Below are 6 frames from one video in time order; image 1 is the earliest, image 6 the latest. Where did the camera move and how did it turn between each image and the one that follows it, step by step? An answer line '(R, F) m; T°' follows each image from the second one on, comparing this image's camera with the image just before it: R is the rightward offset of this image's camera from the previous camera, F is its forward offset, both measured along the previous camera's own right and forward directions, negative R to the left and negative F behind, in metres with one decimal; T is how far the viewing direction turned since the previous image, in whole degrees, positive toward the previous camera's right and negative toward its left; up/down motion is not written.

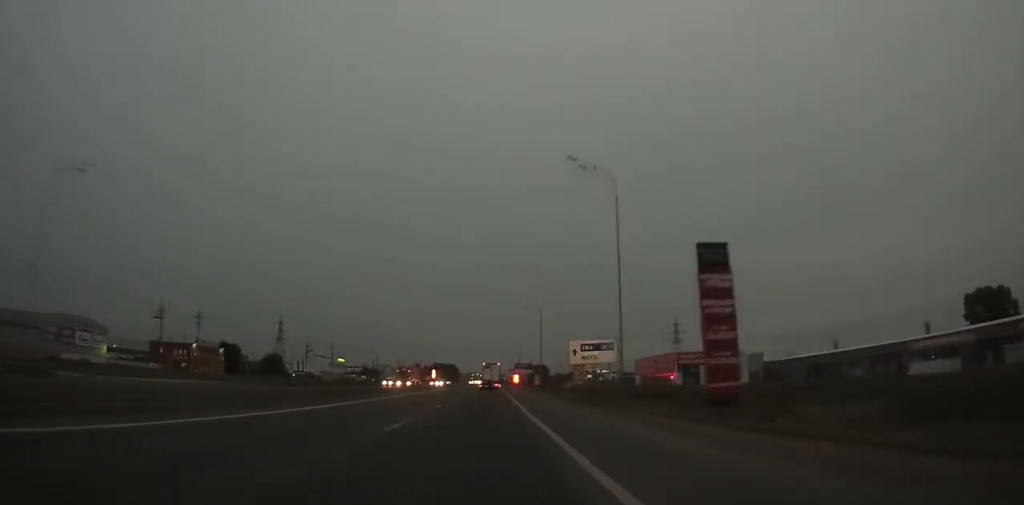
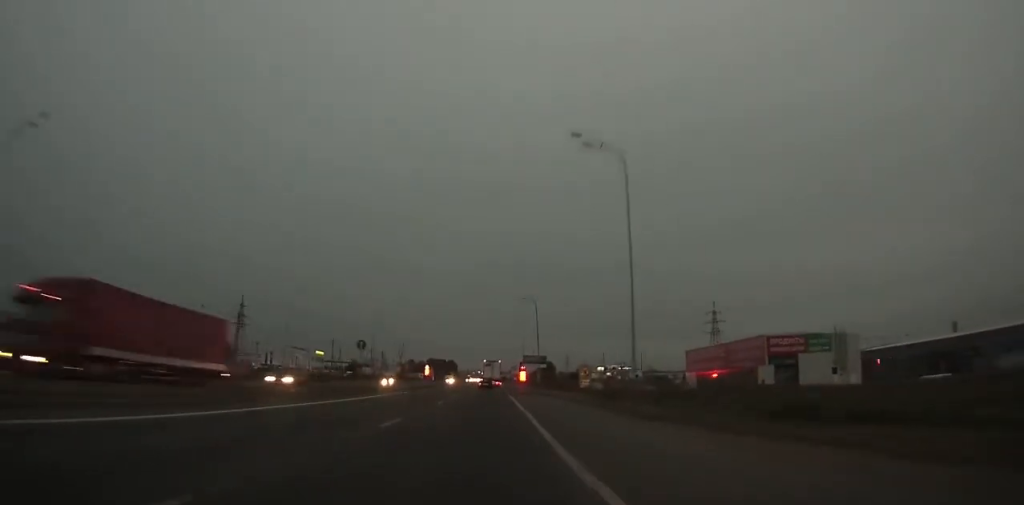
(0.0, +48.1) m; 0°
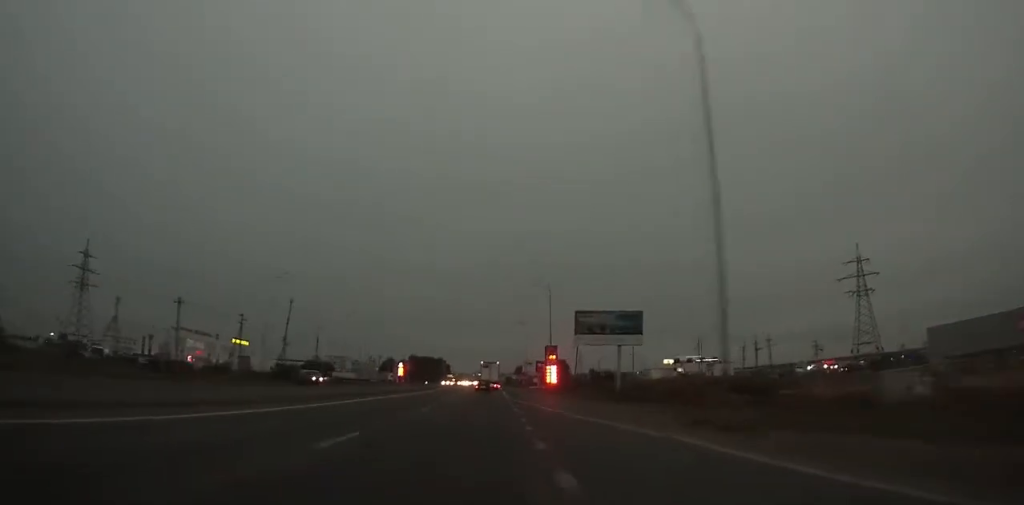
(0.0, +100.3) m; 0°
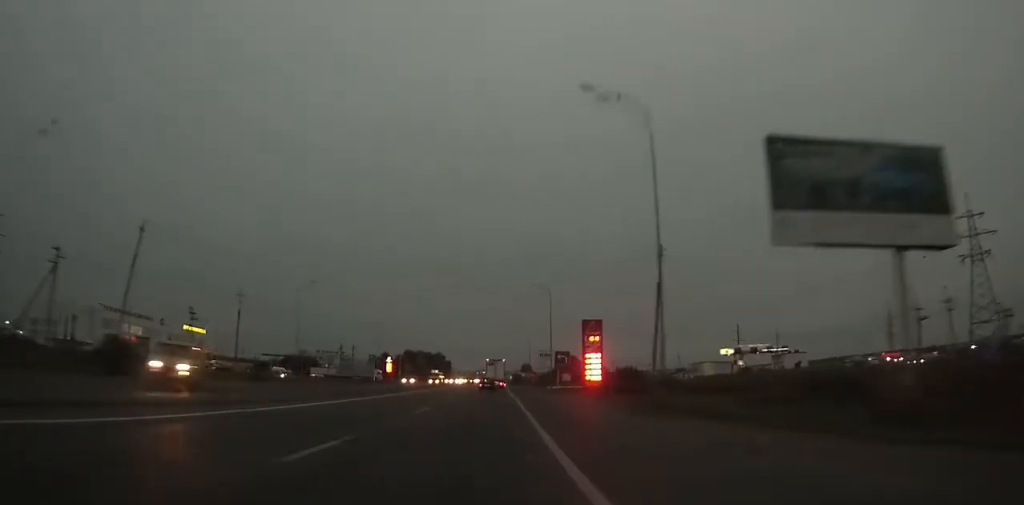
(0.0, +37.3) m; 0°
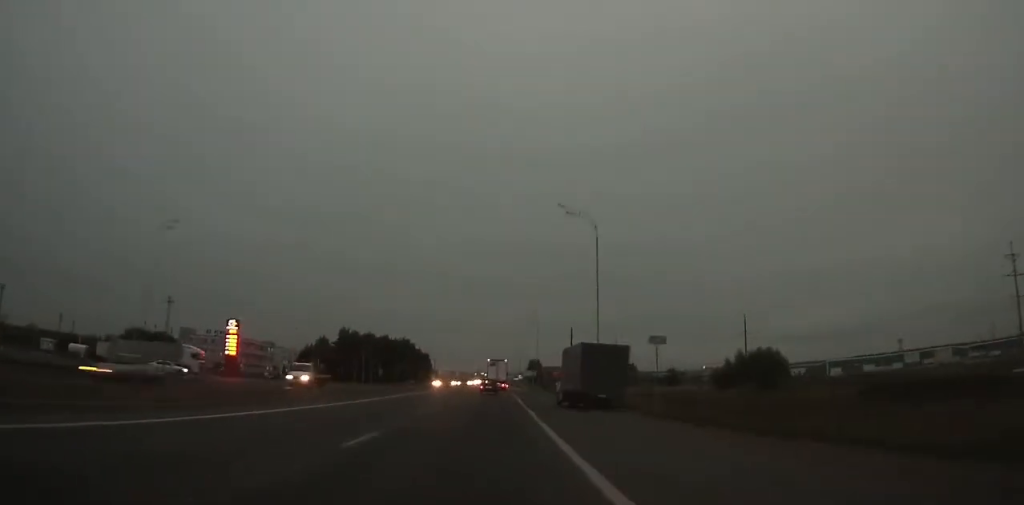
(-0.4, +130.1) m; 0°
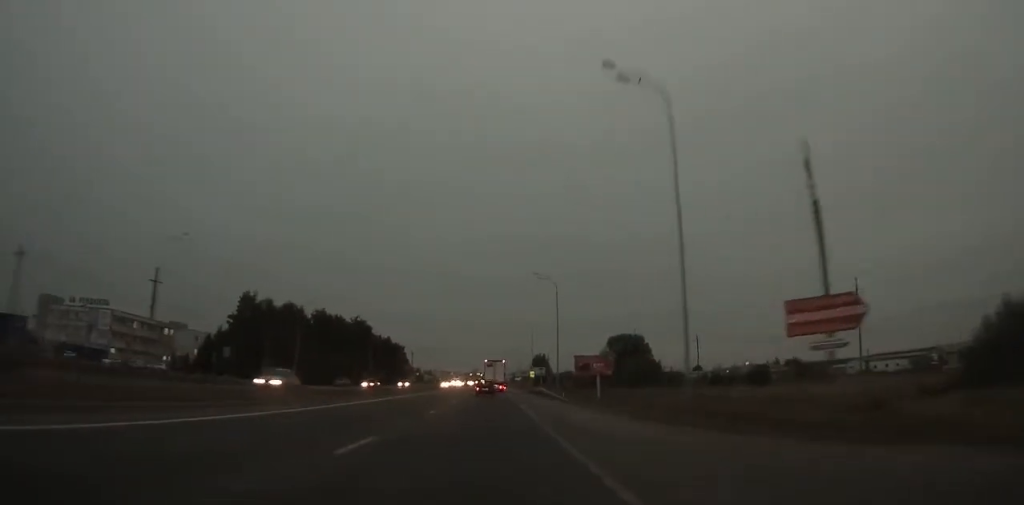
(-0.1, +72.7) m; 0°
